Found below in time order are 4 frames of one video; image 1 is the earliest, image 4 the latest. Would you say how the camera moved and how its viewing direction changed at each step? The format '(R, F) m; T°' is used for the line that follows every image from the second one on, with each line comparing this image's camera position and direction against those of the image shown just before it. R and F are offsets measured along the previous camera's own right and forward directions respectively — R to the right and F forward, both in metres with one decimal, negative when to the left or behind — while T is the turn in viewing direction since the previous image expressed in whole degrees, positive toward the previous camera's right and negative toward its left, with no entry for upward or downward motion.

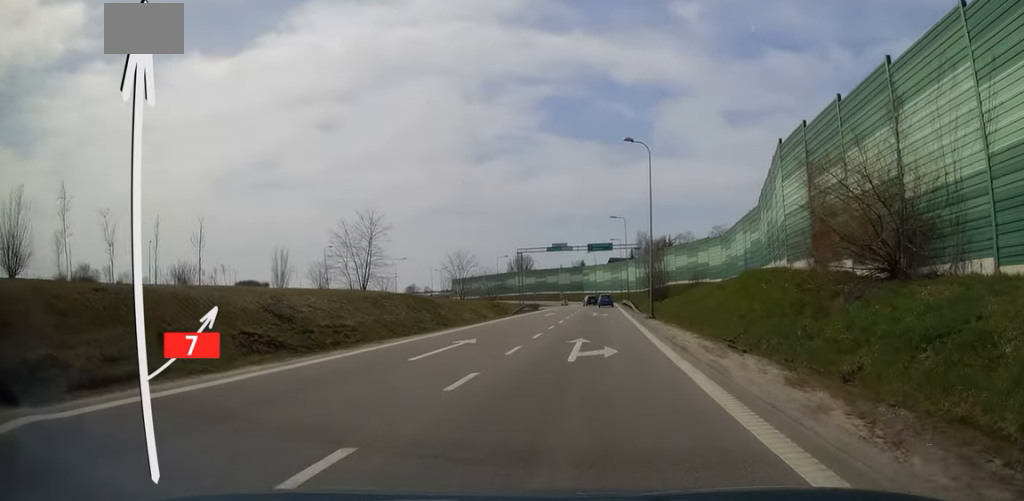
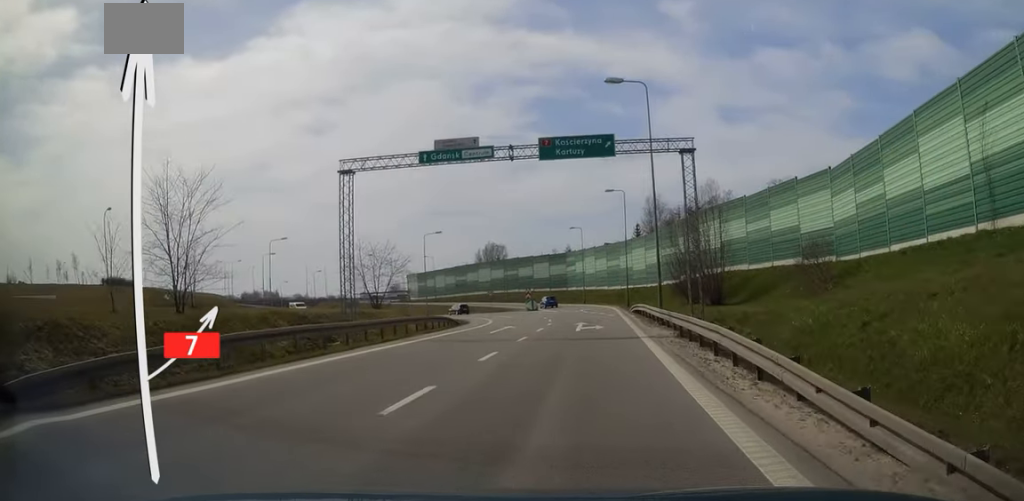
(+0.1, +49.0) m; -1°
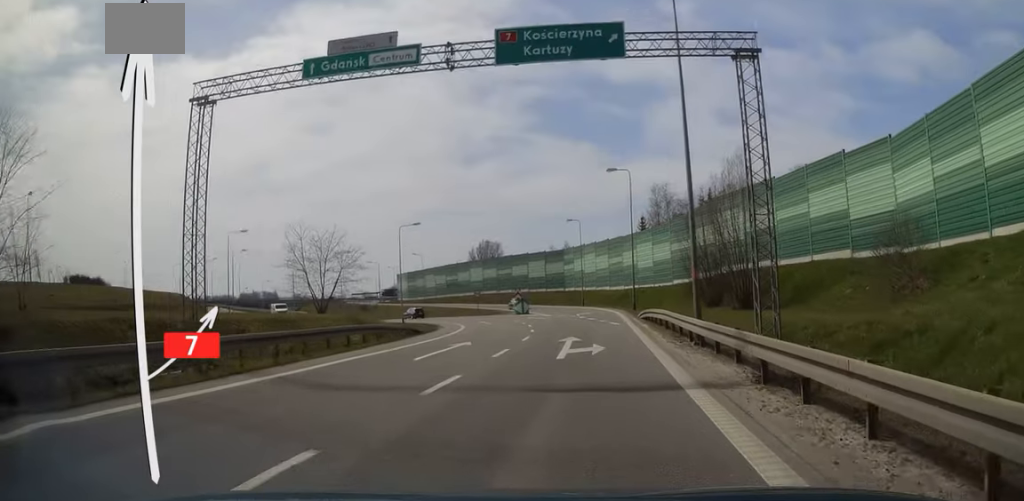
(-0.2, +10.4) m; -1°
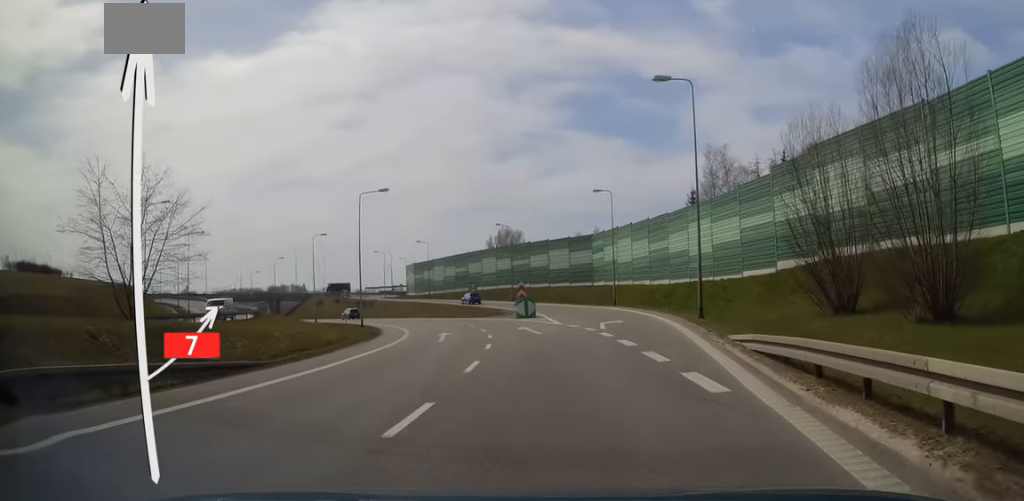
(-0.4, +20.5) m; -4°
